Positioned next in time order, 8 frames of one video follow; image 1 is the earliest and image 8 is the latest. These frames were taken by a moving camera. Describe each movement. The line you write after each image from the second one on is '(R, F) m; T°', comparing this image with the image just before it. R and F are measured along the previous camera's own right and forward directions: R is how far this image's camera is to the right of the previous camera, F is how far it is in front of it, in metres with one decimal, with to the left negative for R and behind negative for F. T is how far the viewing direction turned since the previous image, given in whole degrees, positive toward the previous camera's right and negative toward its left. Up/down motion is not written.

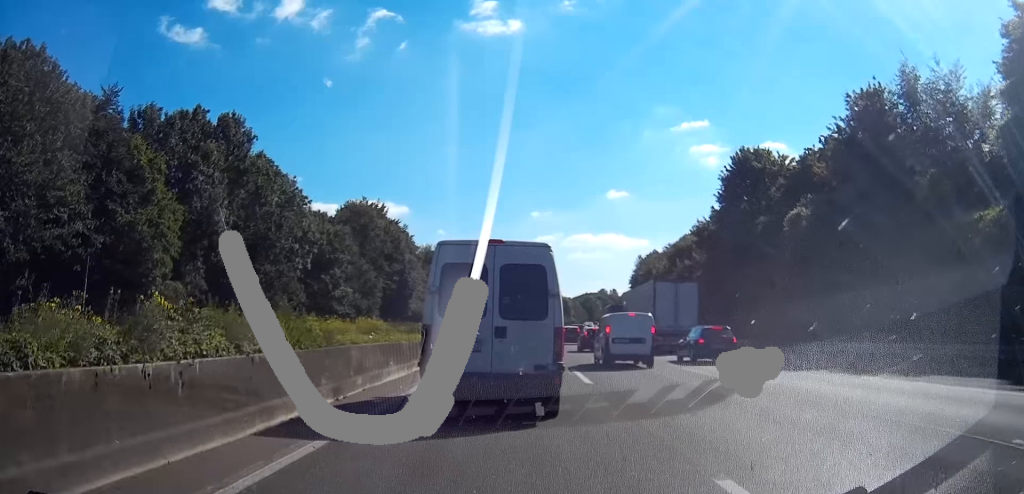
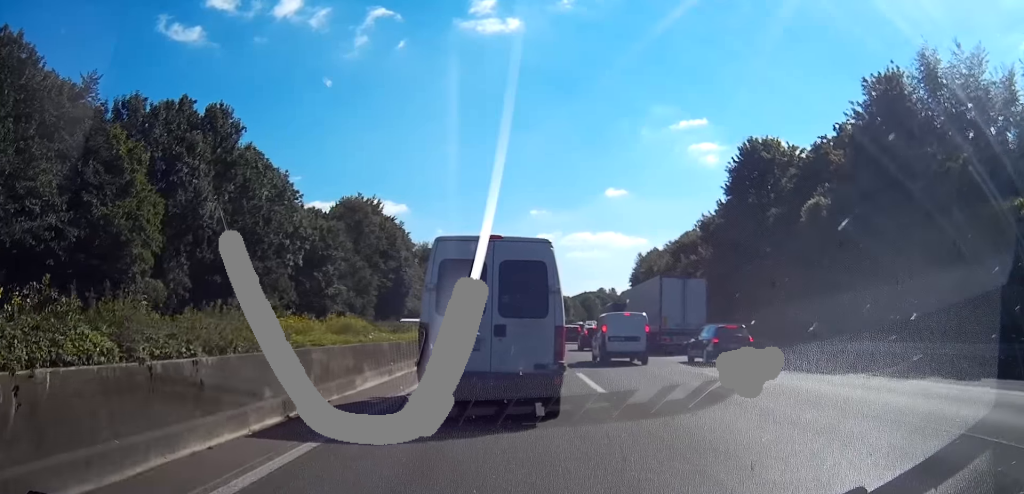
(0.0, +2.6) m; +2°
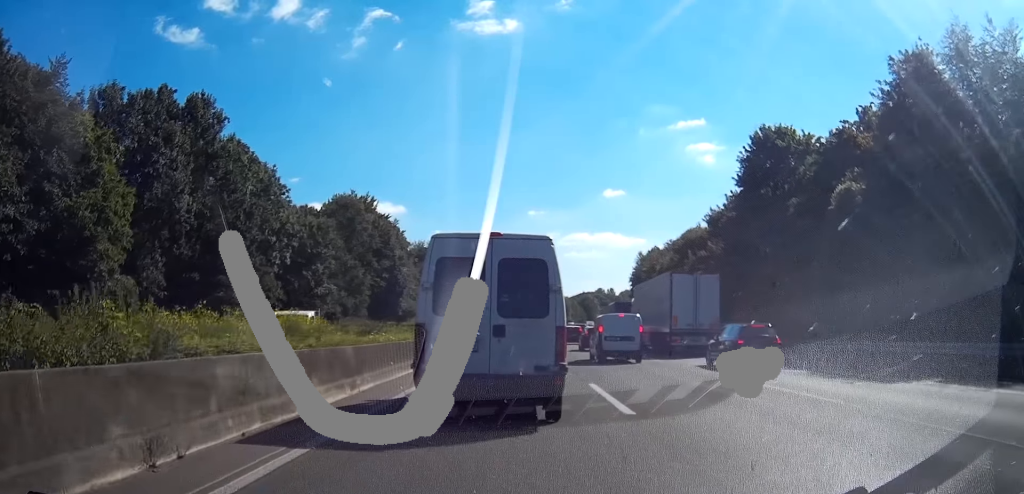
(+0.1, +3.6) m; +2°
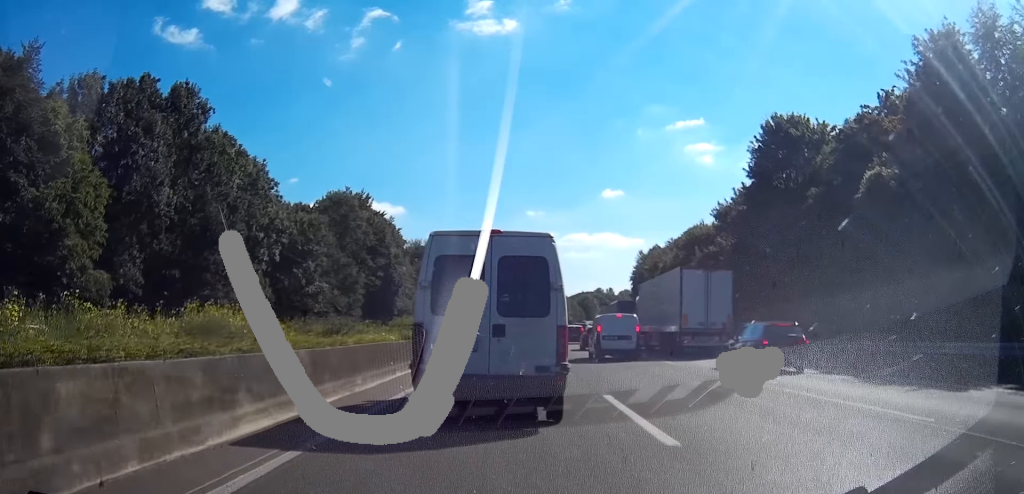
(+0.1, +3.0) m; +1°
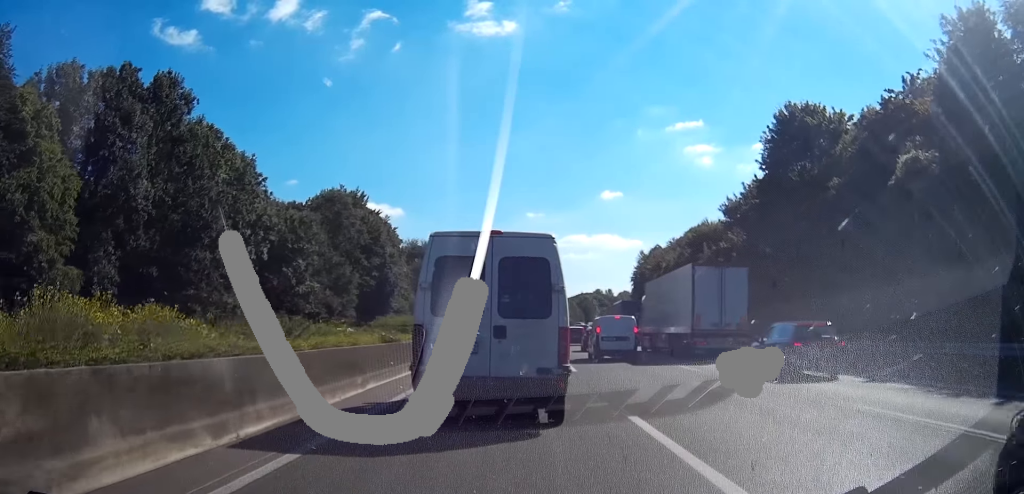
(0.0, +3.0) m; 0°
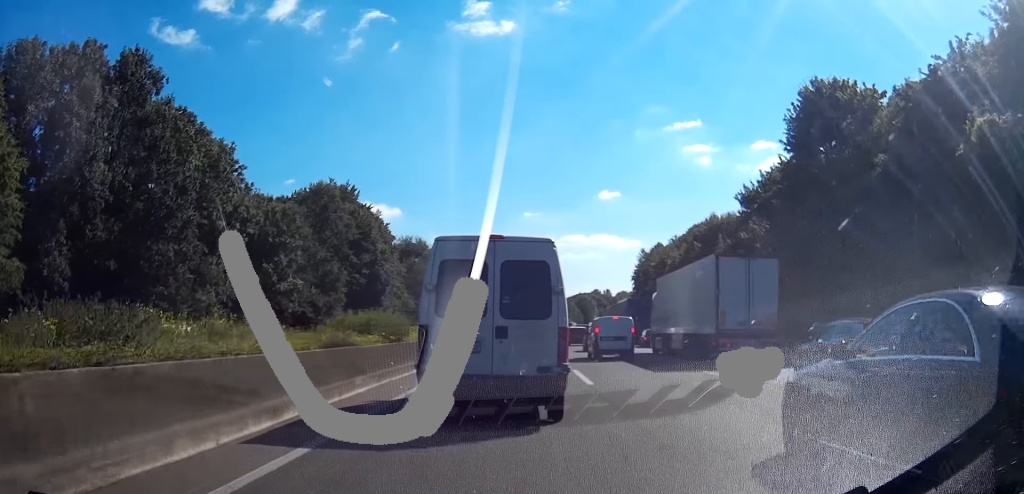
(0.0, +5.2) m; -1°
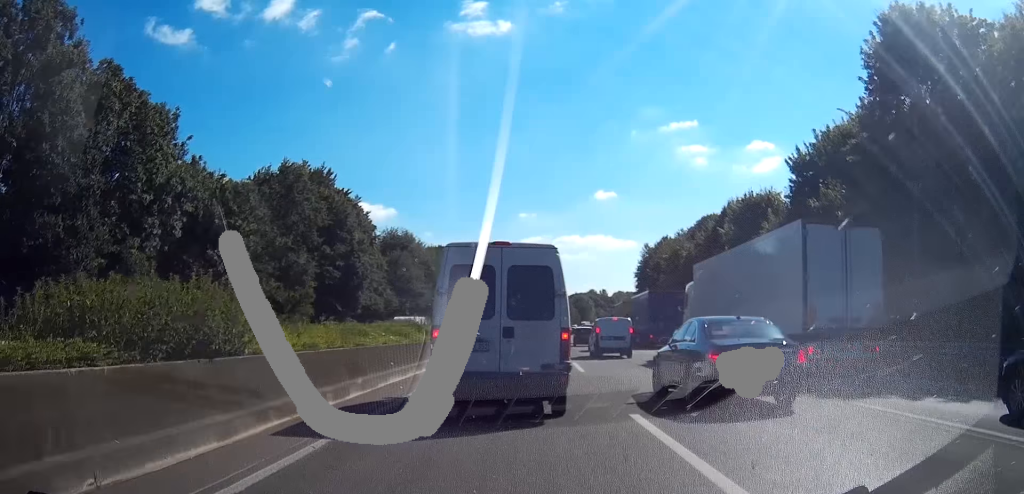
(-0.2, +11.2) m; -2°
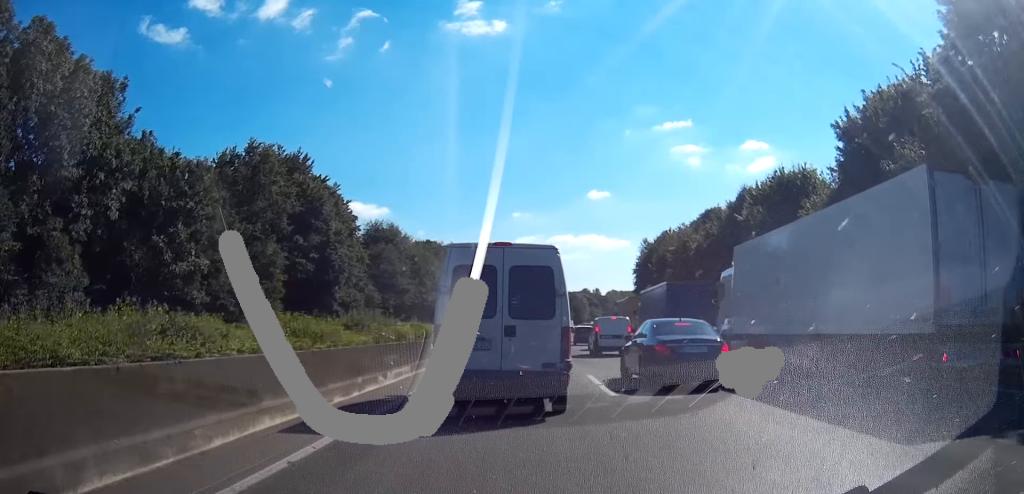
(-0.1, +6.9) m; -2°
